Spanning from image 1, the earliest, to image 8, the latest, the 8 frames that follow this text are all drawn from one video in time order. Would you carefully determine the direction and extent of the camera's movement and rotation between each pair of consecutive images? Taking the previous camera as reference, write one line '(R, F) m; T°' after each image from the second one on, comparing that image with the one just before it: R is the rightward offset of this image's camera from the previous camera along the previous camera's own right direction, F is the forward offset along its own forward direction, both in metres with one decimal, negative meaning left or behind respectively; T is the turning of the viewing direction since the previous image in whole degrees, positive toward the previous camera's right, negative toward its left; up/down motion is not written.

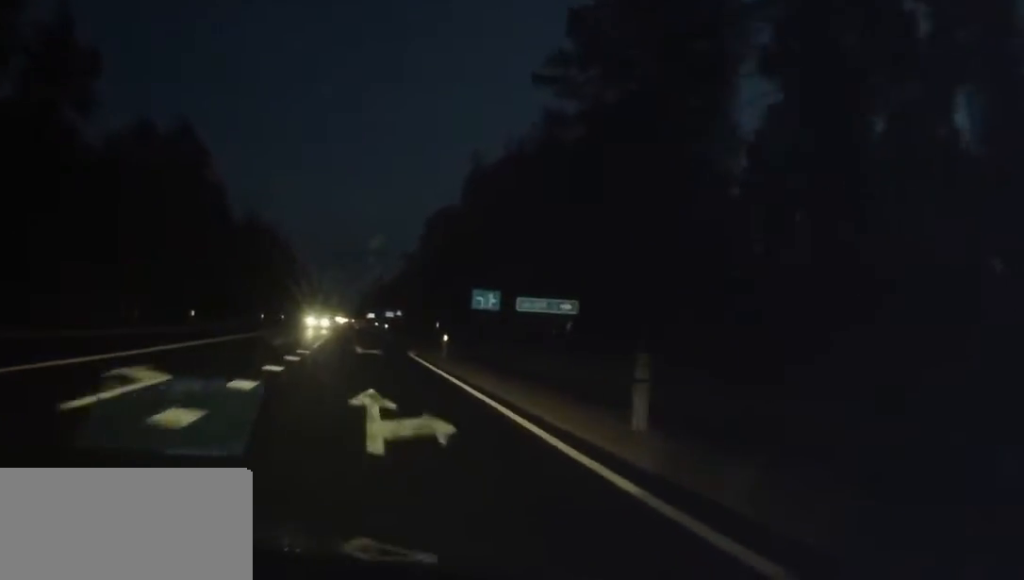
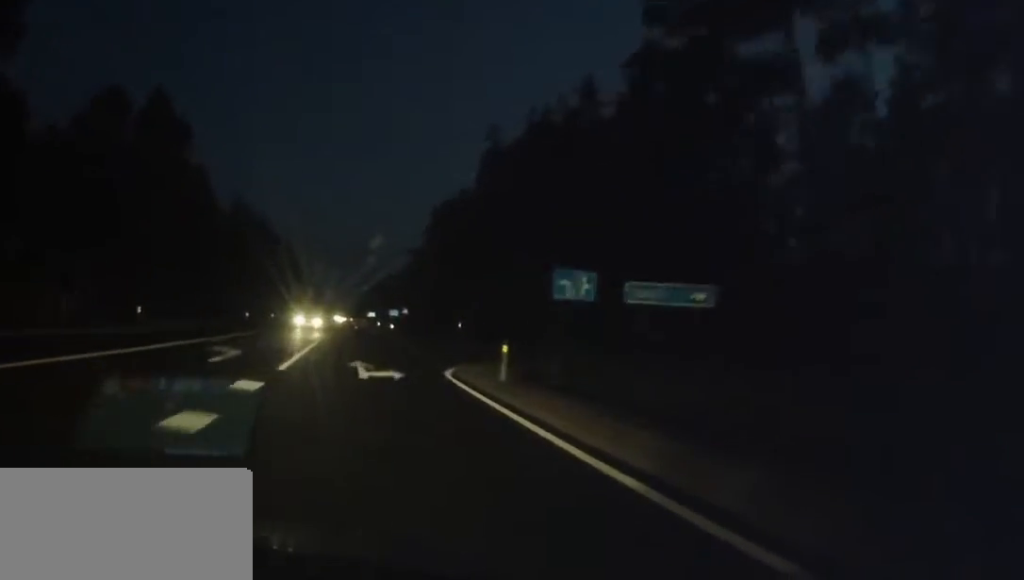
(+0.1, +12.4) m; 0°
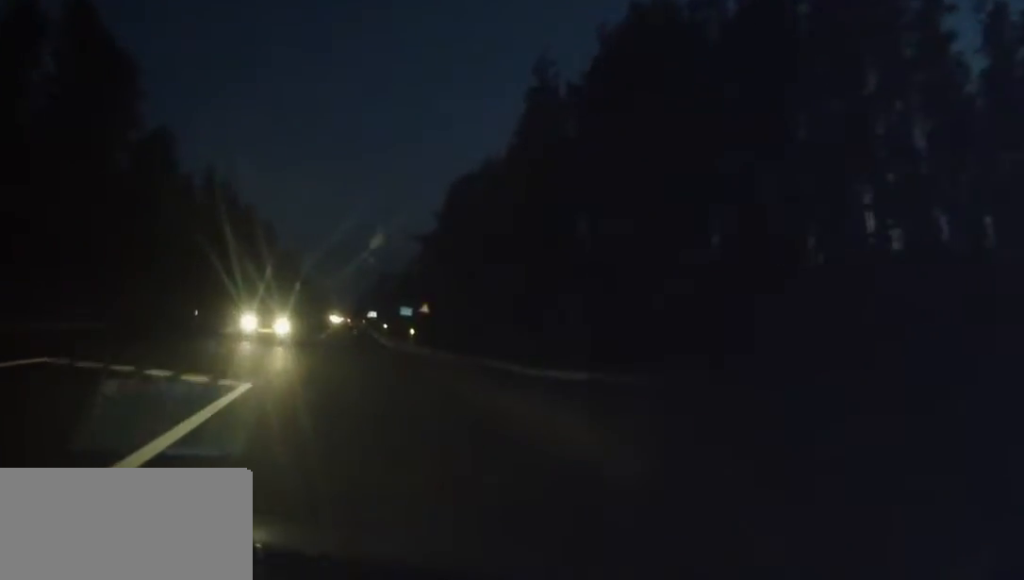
(0.0, +23.7) m; 0°
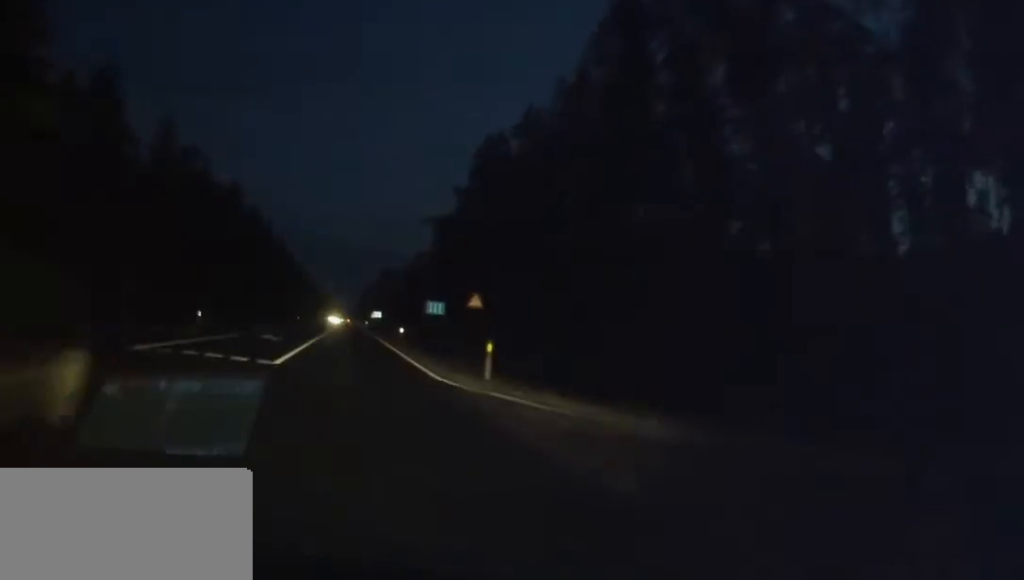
(0.0, +23.7) m; 0°
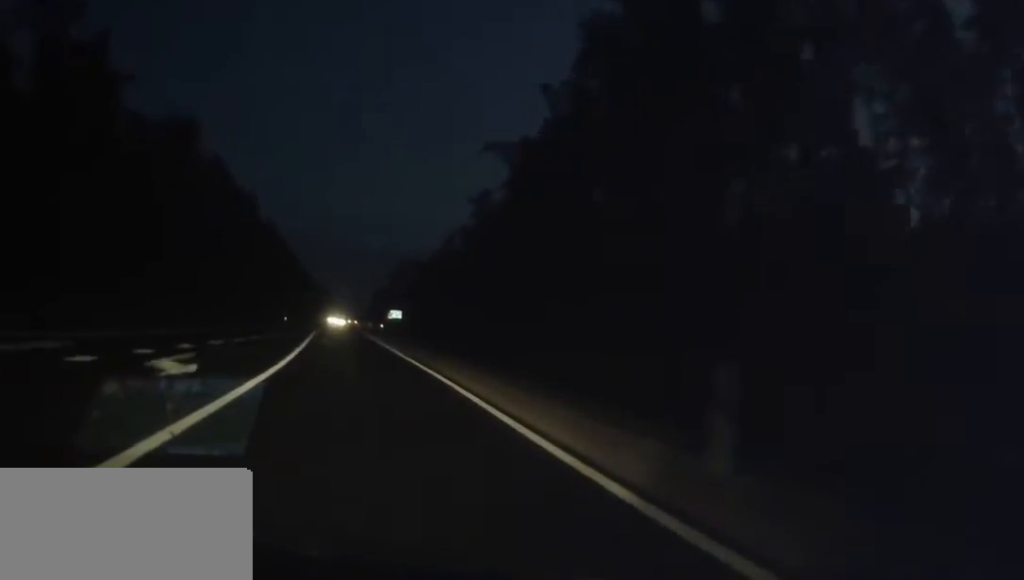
(+0.3, +44.2) m; -1°
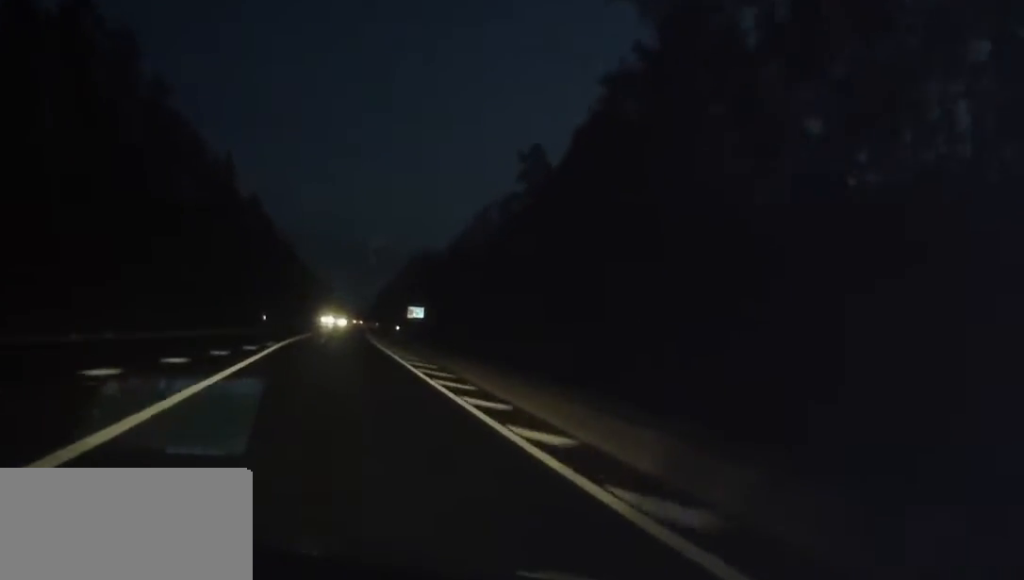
(-0.5, +29.6) m; 0°
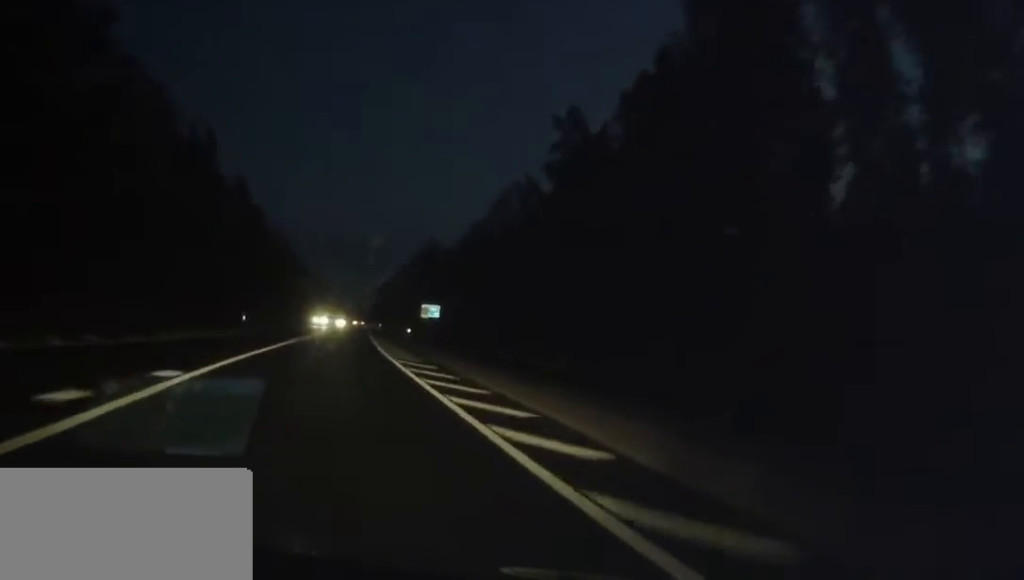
(+0.2, +14.8) m; 0°
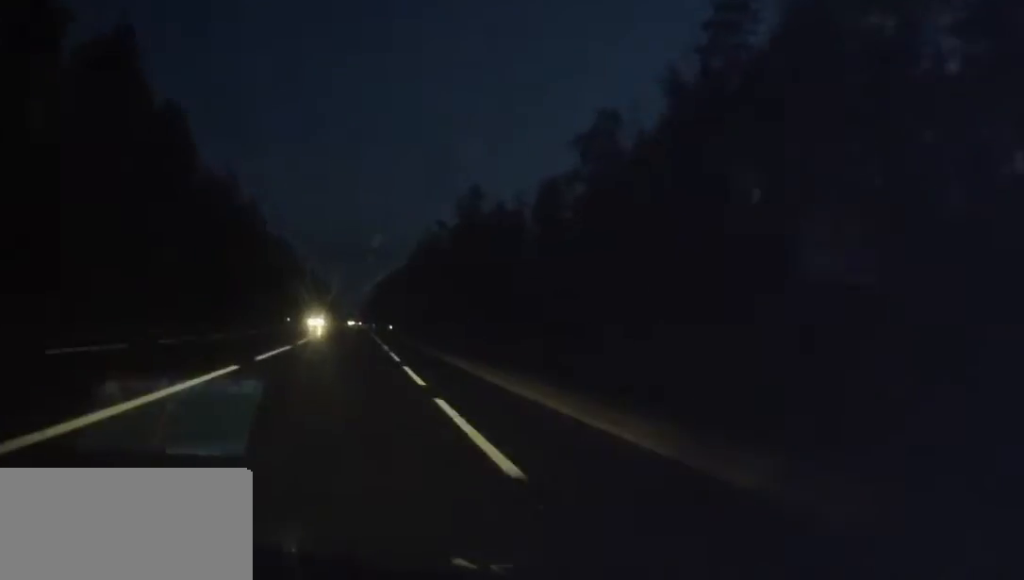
(0.0, +58.1) m; -1°
